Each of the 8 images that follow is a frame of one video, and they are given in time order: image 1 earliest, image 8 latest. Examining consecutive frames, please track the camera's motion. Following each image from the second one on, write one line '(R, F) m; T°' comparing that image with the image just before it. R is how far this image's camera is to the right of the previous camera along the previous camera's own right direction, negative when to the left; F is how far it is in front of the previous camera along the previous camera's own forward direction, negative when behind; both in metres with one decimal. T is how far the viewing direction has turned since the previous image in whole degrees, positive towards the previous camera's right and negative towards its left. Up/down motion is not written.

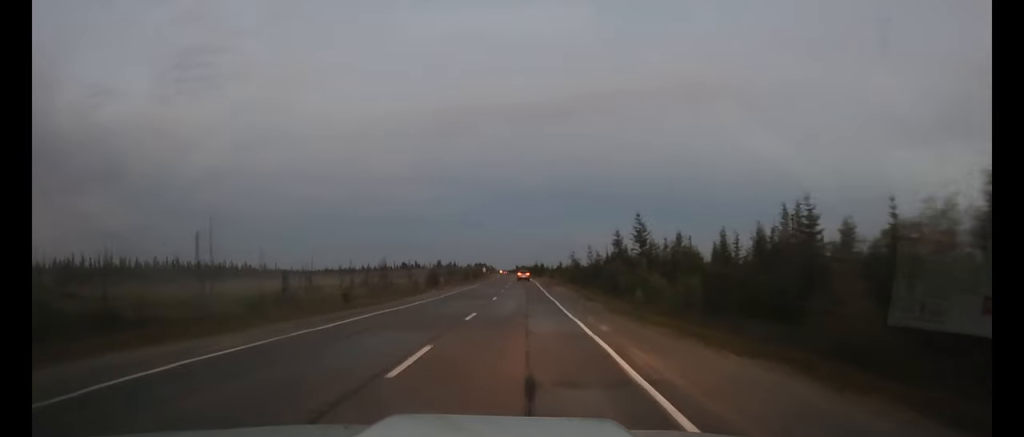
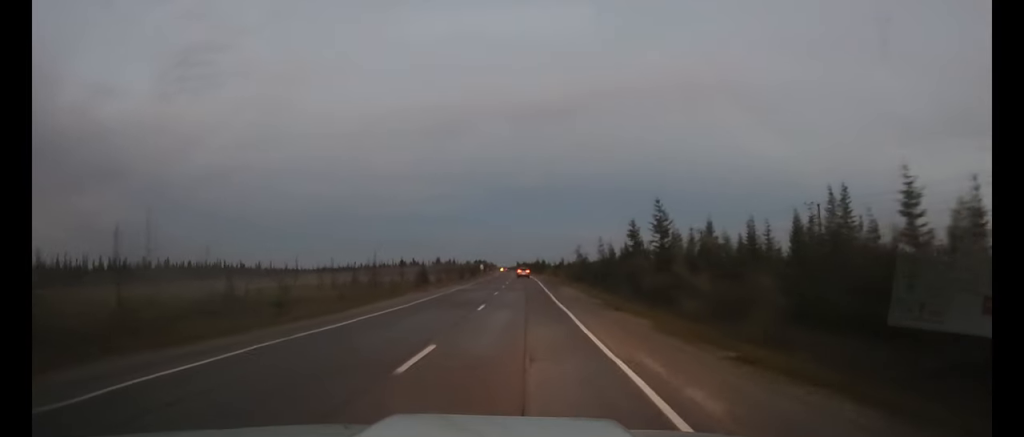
(-0.1, +9.4) m; 0°
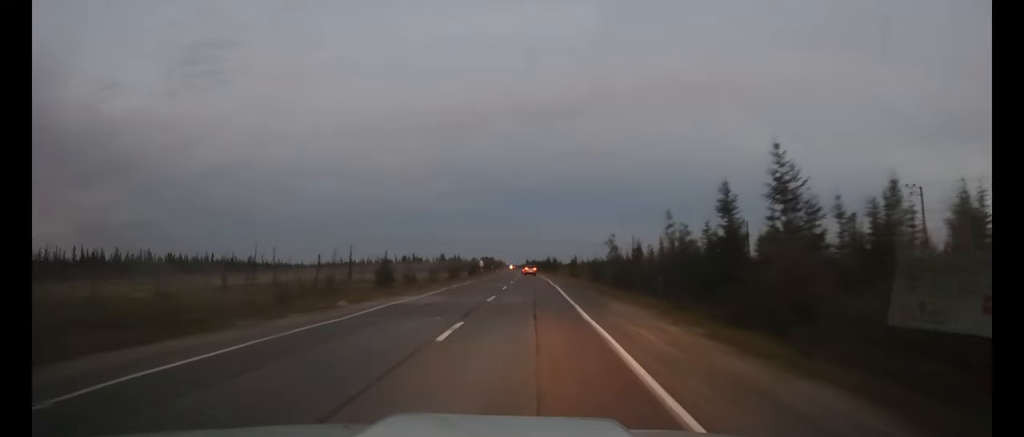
(-0.2, +24.7) m; -1°
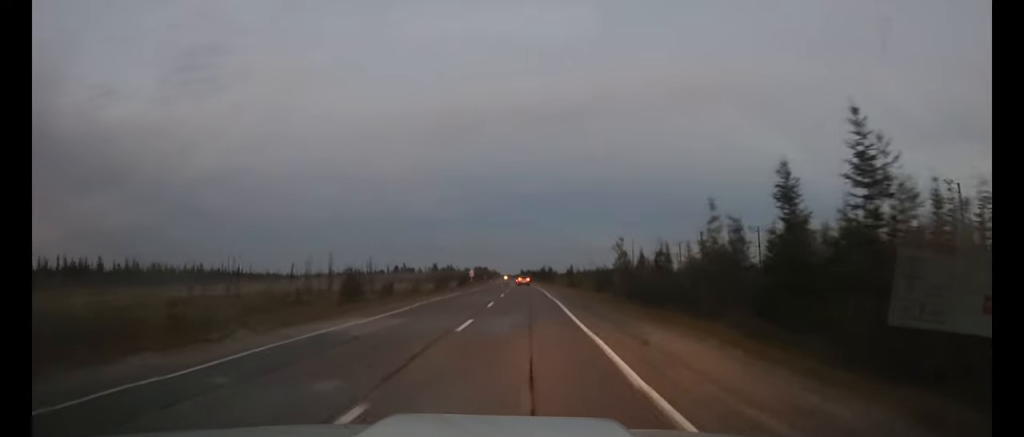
(-0.1, +8.5) m; 0°
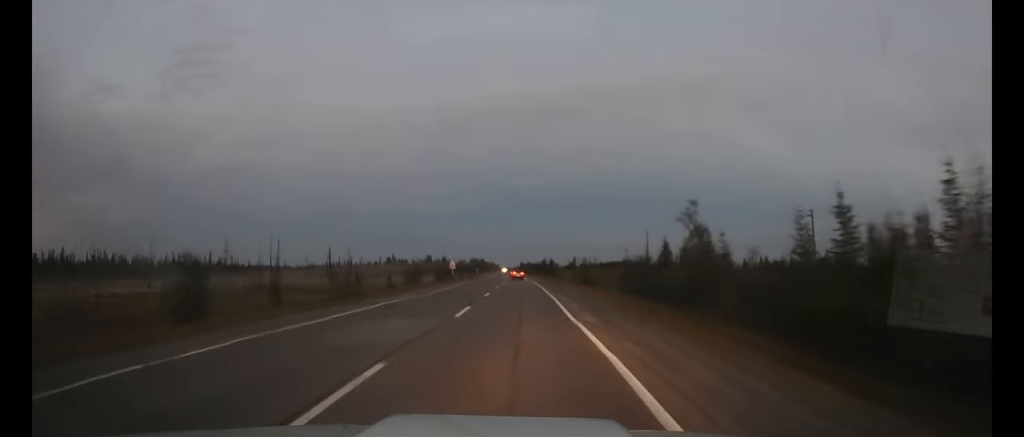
(+0.1, +21.8) m; 0°
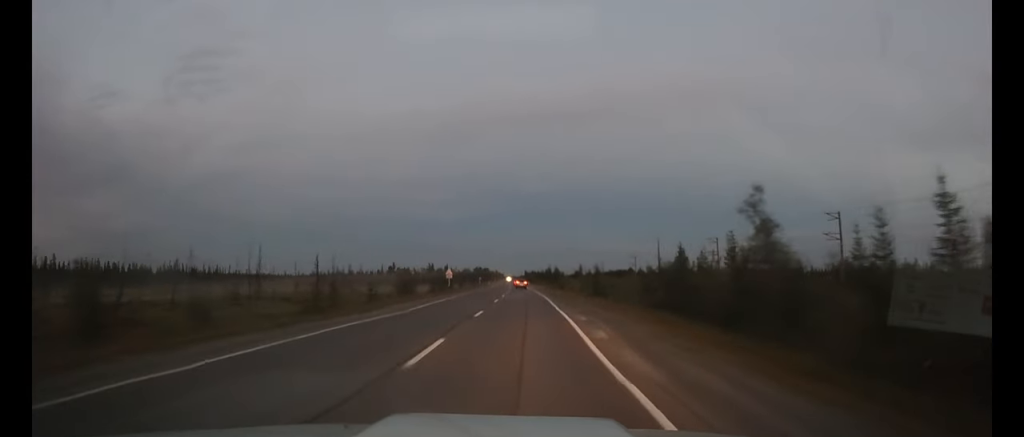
(0.0, +7.2) m; 0°
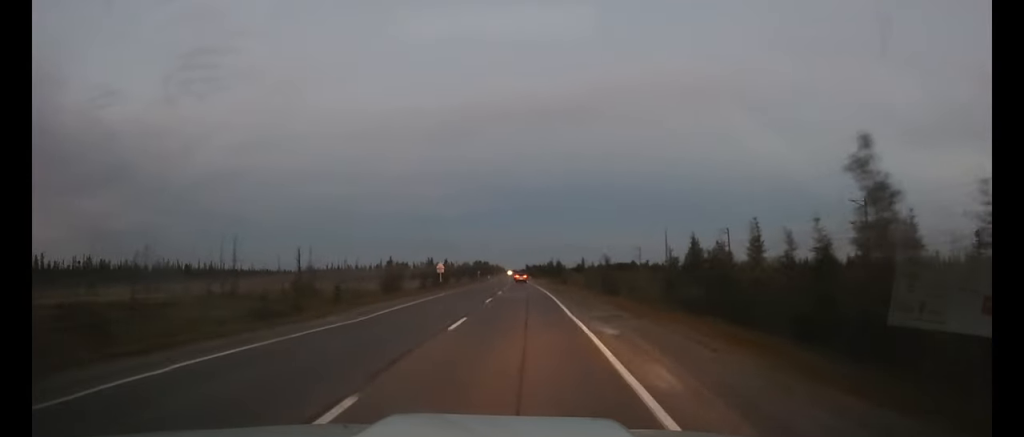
(0.0, +6.8) m; 0°
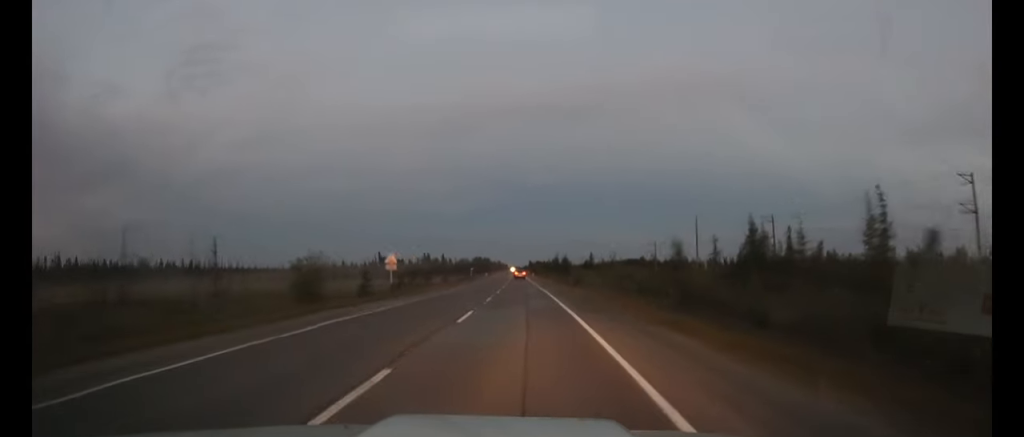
(-0.1, +21.5) m; -1°
